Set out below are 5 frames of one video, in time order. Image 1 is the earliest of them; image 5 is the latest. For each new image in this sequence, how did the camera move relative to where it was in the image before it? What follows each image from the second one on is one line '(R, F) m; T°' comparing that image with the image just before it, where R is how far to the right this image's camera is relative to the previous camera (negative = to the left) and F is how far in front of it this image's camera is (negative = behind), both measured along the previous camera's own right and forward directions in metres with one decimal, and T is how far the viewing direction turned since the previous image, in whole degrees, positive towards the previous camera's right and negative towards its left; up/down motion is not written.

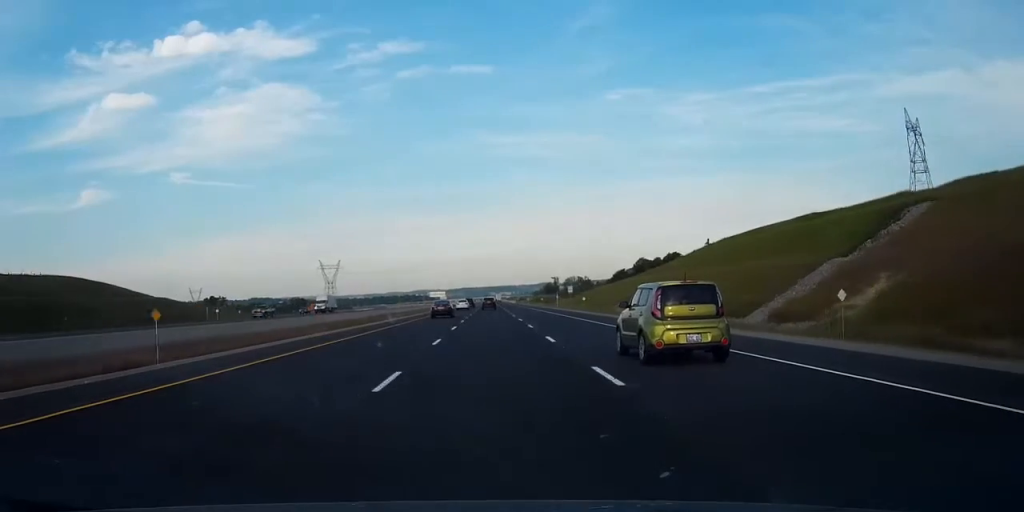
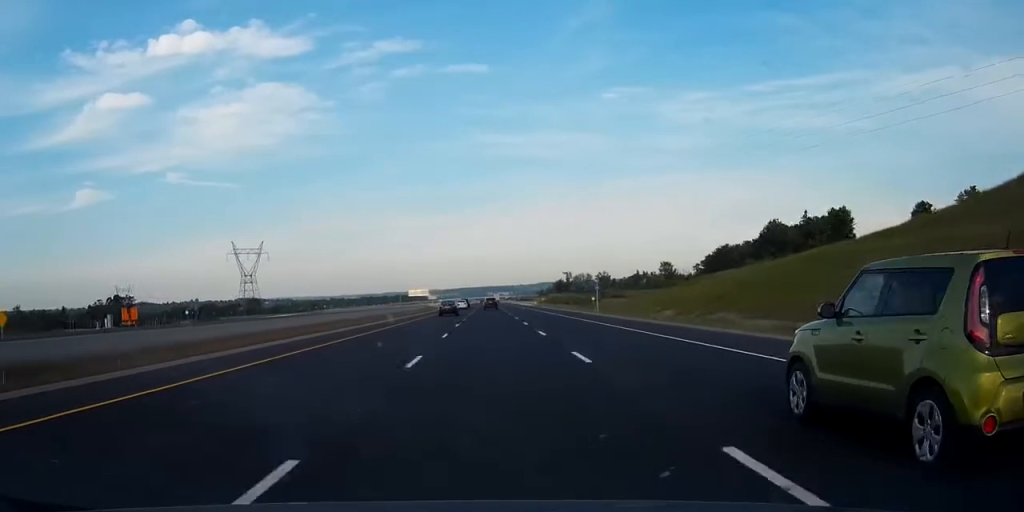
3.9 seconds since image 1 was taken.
(+0.3, +127.1) m; 0°
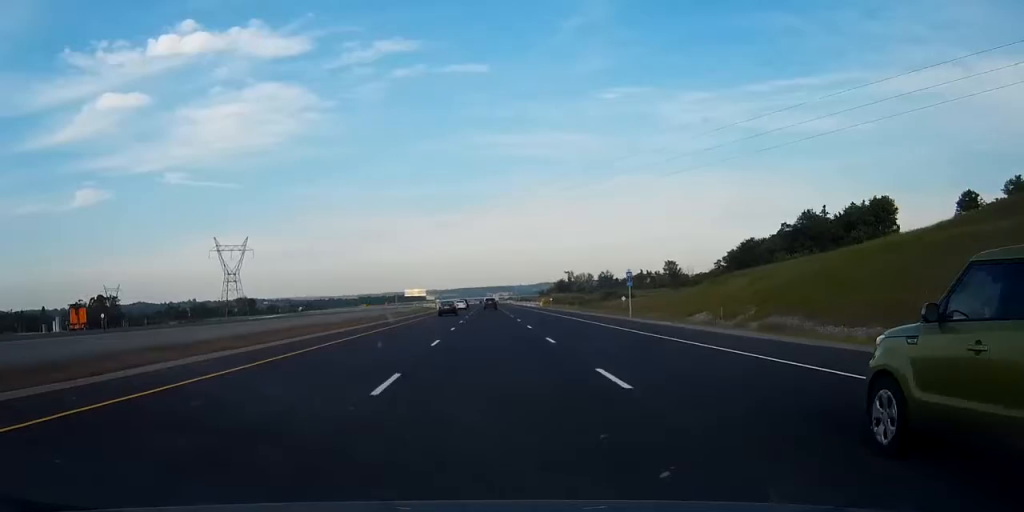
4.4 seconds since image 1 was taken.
(0.0, +16.3) m; 0°
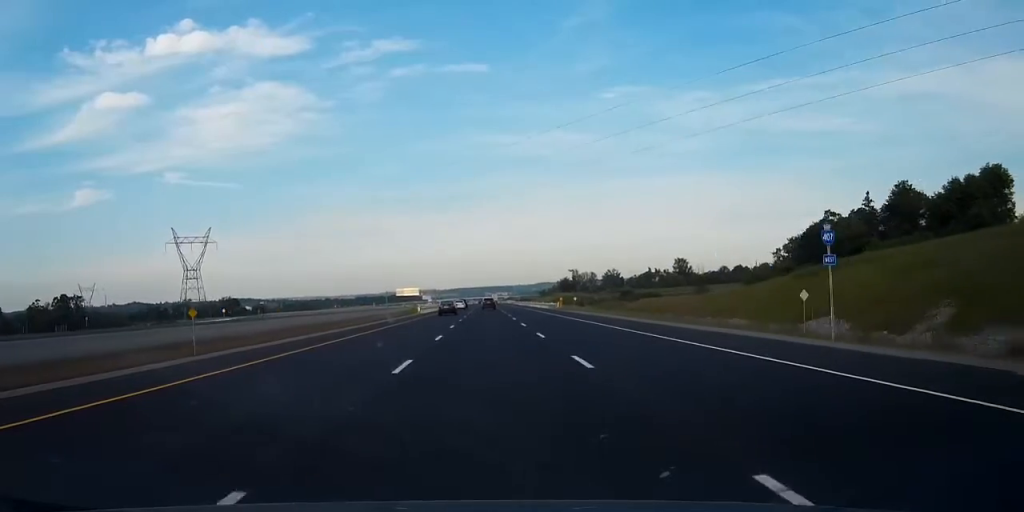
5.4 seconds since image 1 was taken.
(0.0, +32.6) m; 0°
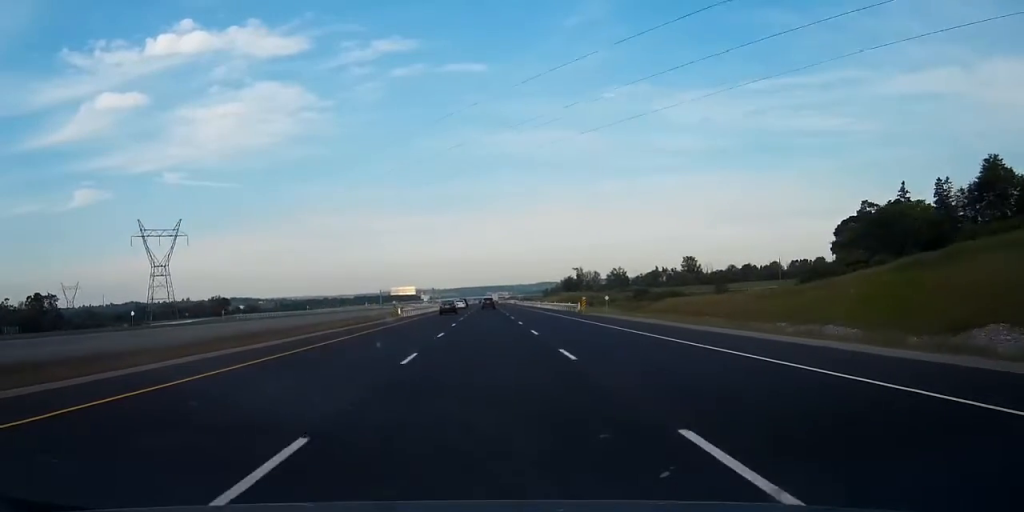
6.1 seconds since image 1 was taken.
(0.0, +21.7) m; 0°
